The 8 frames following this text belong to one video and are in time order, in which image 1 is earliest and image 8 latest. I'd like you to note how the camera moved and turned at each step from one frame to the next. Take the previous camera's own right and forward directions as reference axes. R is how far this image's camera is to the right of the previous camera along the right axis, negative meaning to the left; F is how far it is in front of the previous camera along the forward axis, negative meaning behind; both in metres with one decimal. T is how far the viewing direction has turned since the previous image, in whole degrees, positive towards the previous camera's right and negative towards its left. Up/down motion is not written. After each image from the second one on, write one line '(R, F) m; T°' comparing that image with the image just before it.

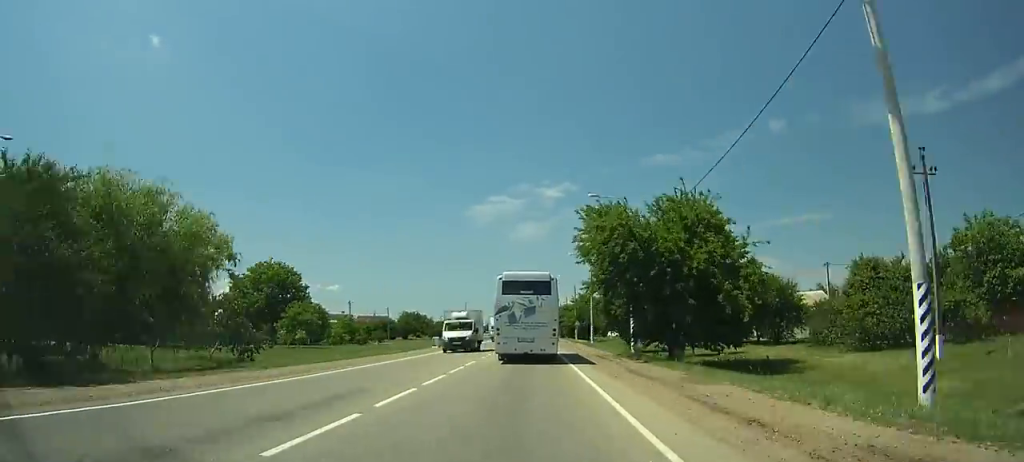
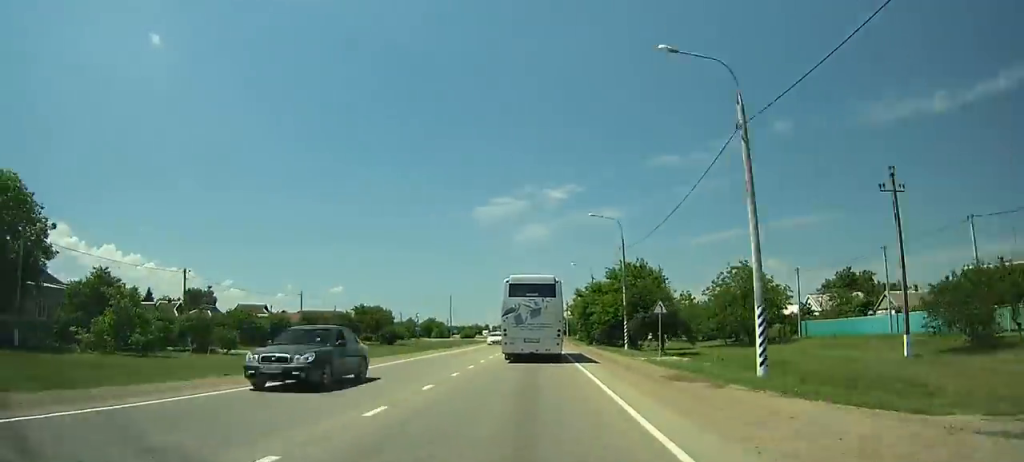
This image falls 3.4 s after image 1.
(+0.1, +50.7) m; 0°
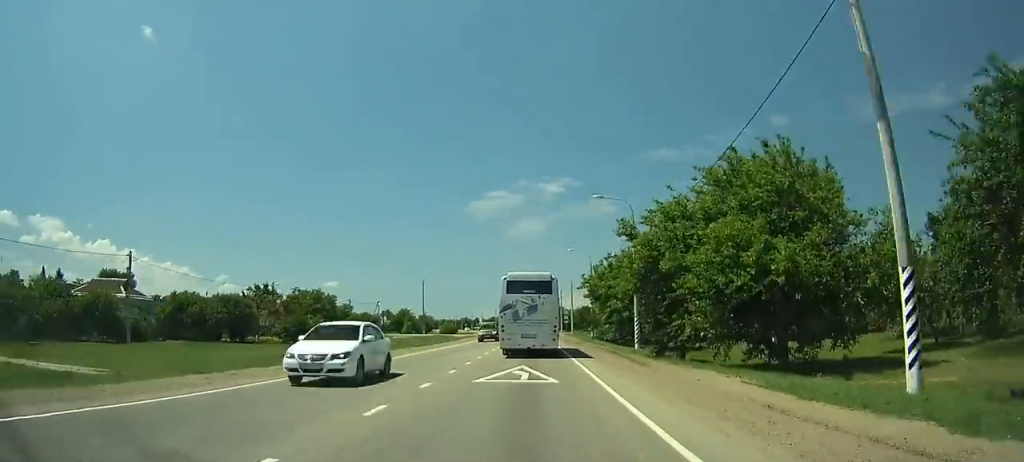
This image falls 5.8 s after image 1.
(-0.1, +36.0) m; 0°
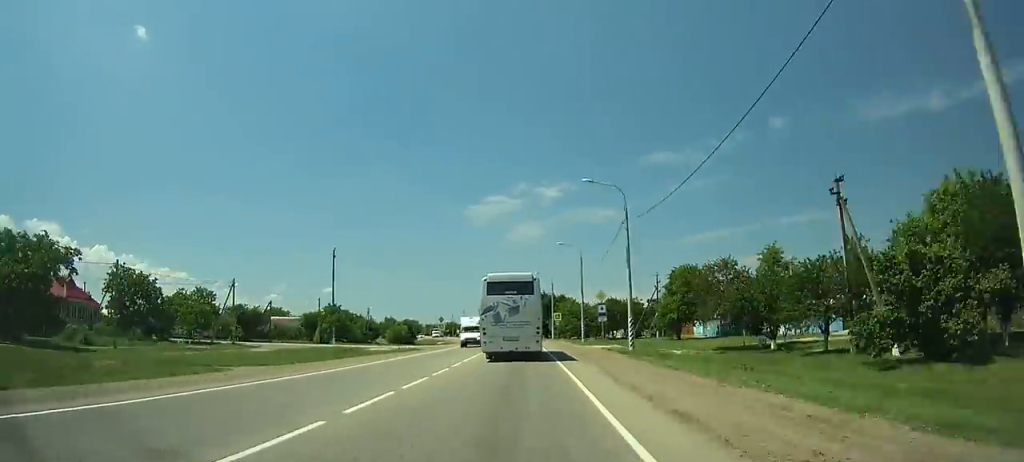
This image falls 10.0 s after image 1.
(-0.1, +63.0) m; 0°
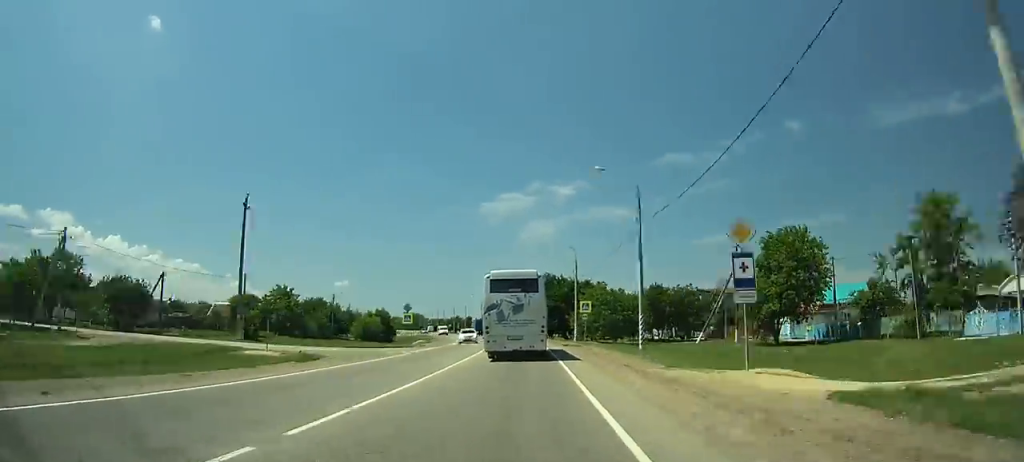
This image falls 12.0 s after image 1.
(0.0, +29.9) m; -1°
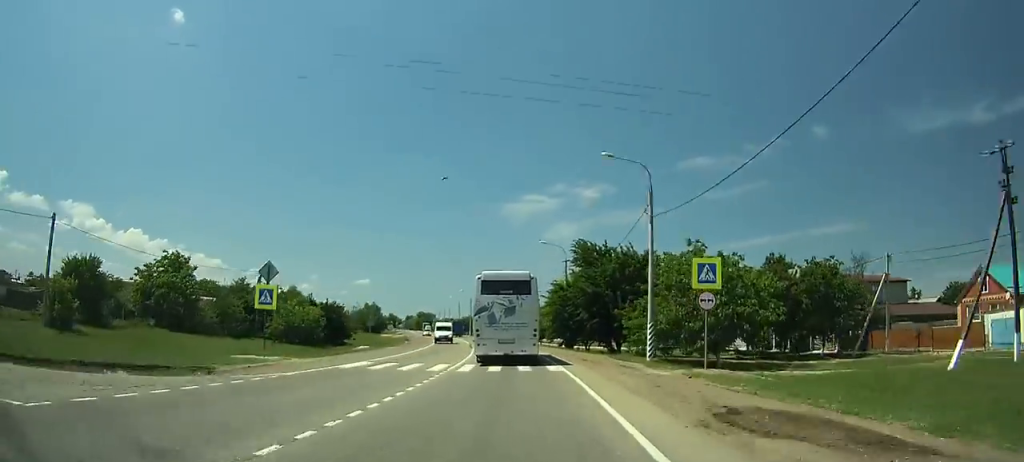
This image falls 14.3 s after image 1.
(+0.3, +34.2) m; -2°
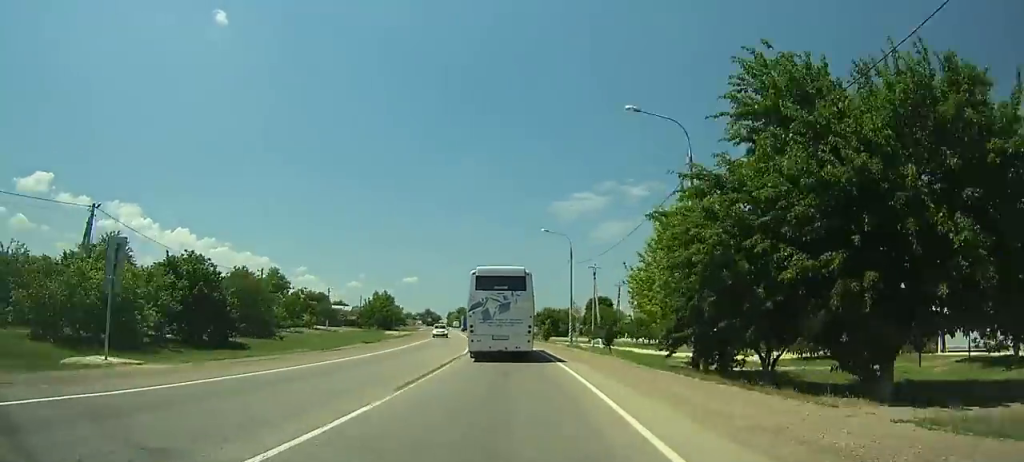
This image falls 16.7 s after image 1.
(-1.4, +35.2) m; -5°
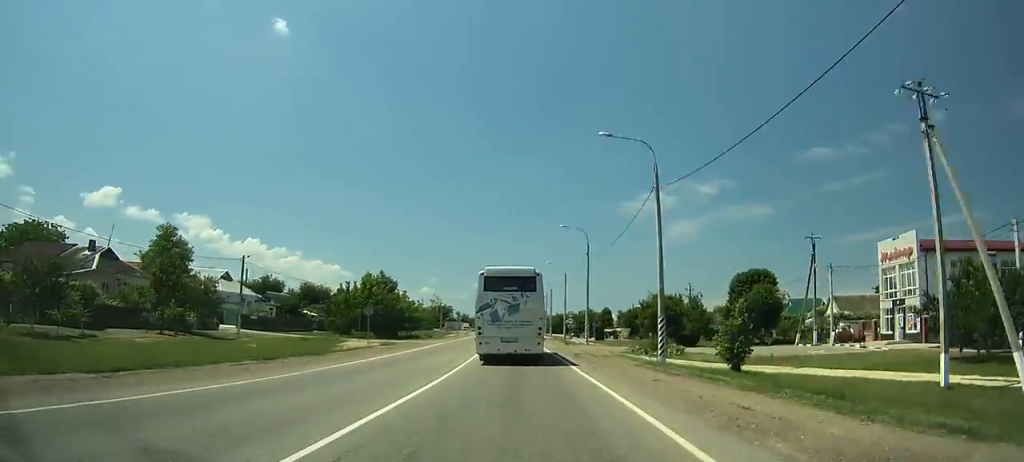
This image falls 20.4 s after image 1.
(-4.1, +53.5) m; -6°
